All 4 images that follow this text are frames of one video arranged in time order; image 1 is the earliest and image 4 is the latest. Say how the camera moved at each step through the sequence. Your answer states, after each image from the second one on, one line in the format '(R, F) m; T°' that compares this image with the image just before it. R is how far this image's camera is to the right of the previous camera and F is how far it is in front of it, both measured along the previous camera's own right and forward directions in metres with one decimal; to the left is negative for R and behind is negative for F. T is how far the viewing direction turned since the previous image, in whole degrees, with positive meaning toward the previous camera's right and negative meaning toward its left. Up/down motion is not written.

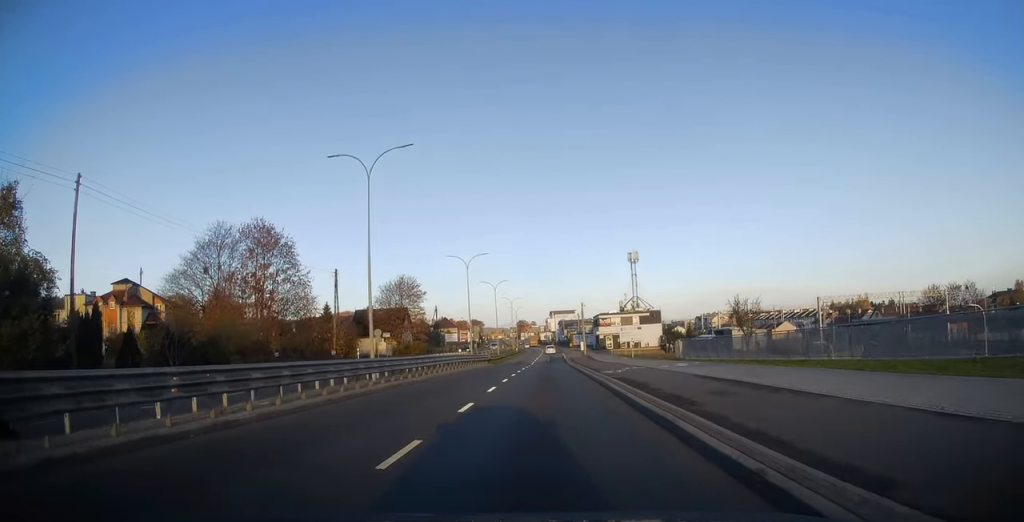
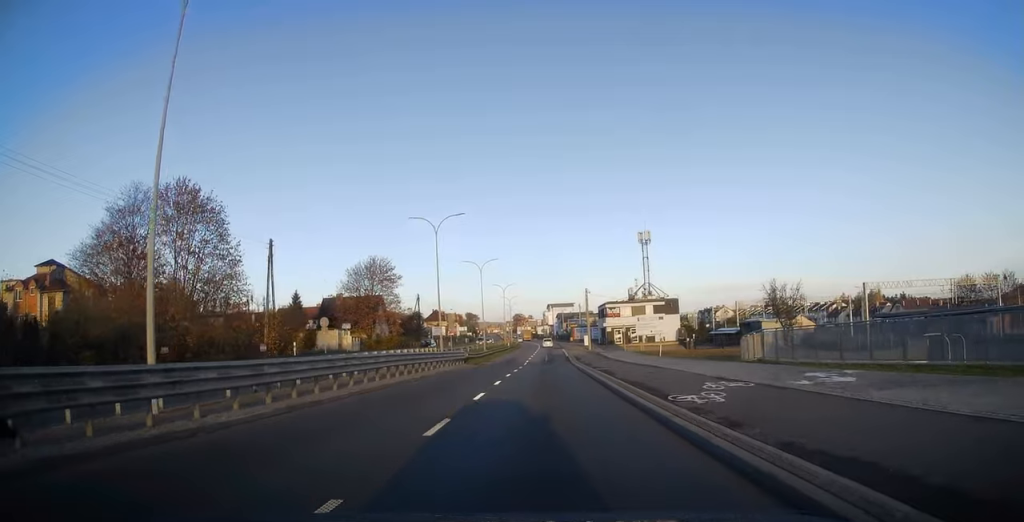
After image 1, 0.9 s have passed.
(+0.3, +15.6) m; +1°
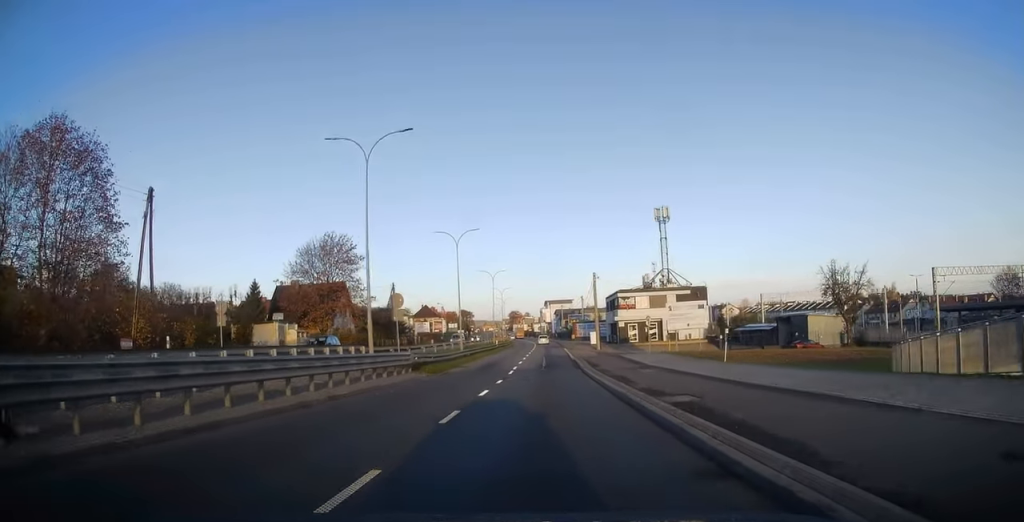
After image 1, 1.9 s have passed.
(0.0, +16.8) m; +1°
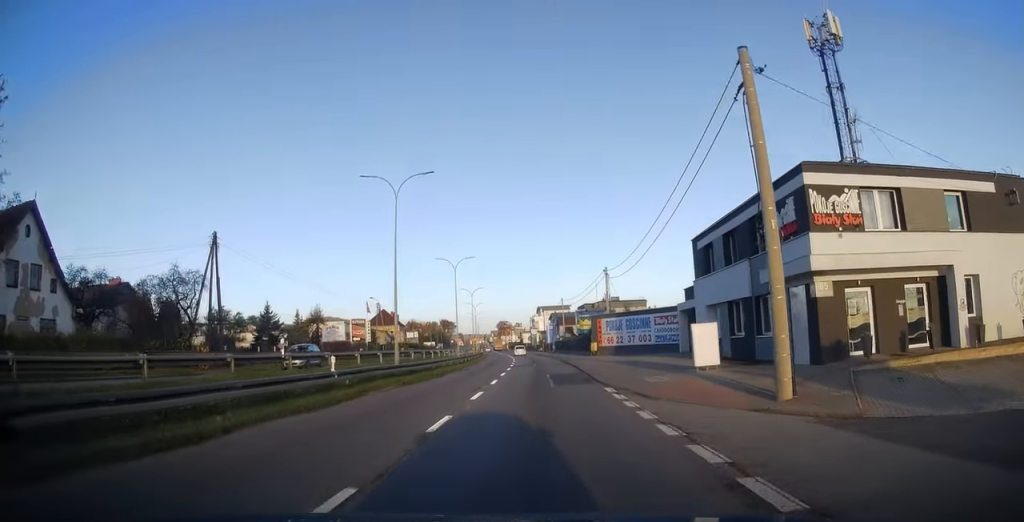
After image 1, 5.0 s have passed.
(+0.4, +52.5) m; 0°
